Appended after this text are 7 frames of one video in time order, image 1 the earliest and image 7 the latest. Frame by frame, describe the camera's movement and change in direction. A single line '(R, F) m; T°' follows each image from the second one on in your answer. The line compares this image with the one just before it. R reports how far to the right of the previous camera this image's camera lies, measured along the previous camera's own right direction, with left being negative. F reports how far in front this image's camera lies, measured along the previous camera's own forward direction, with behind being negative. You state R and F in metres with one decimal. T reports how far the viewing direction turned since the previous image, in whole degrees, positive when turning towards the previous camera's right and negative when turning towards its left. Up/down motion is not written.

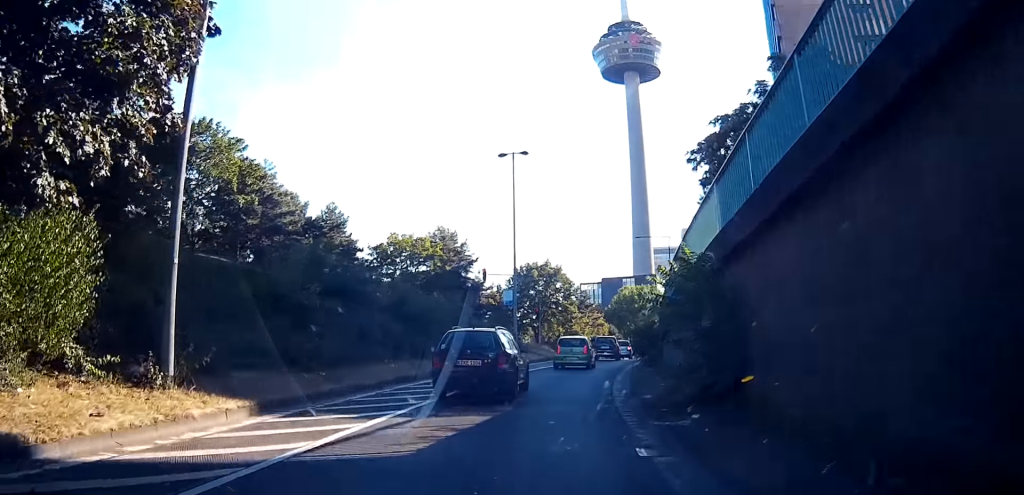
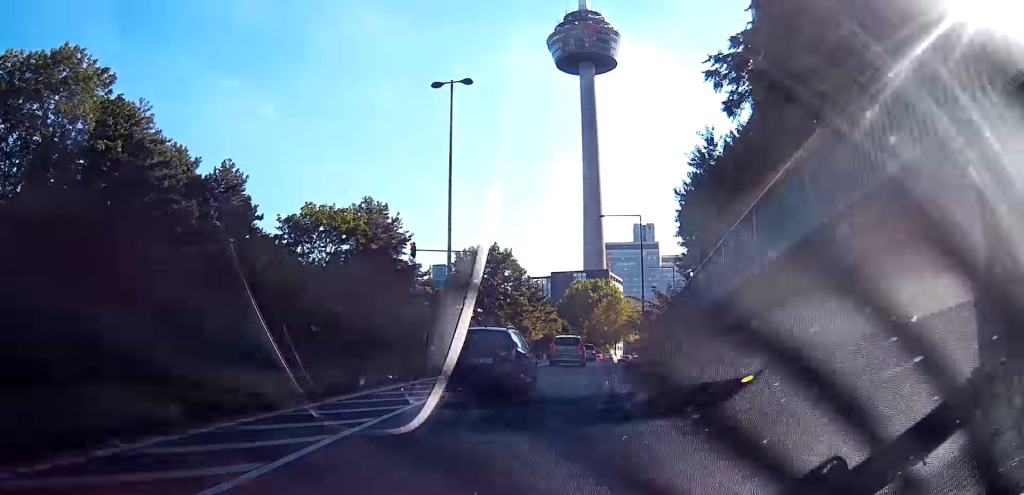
(0.0, +11.8) m; +3°
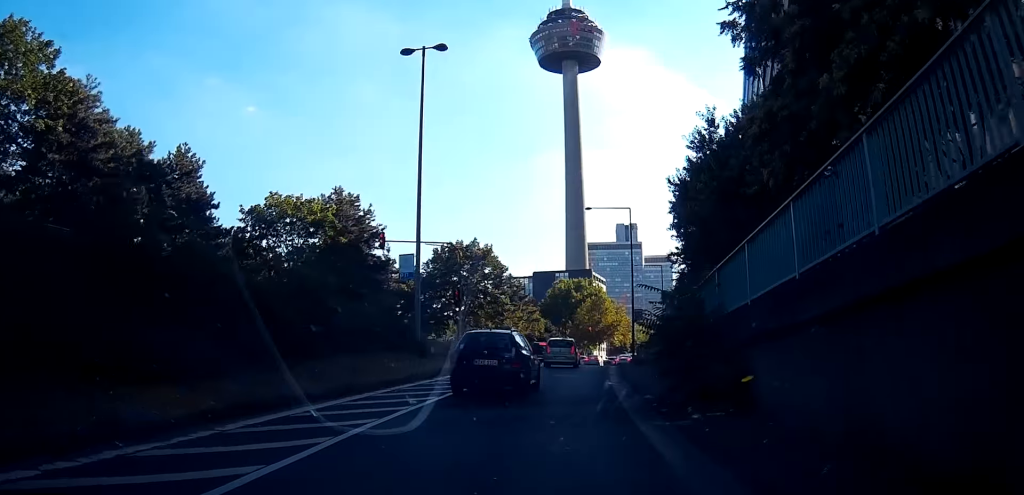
(+0.1, +4.0) m; +2°
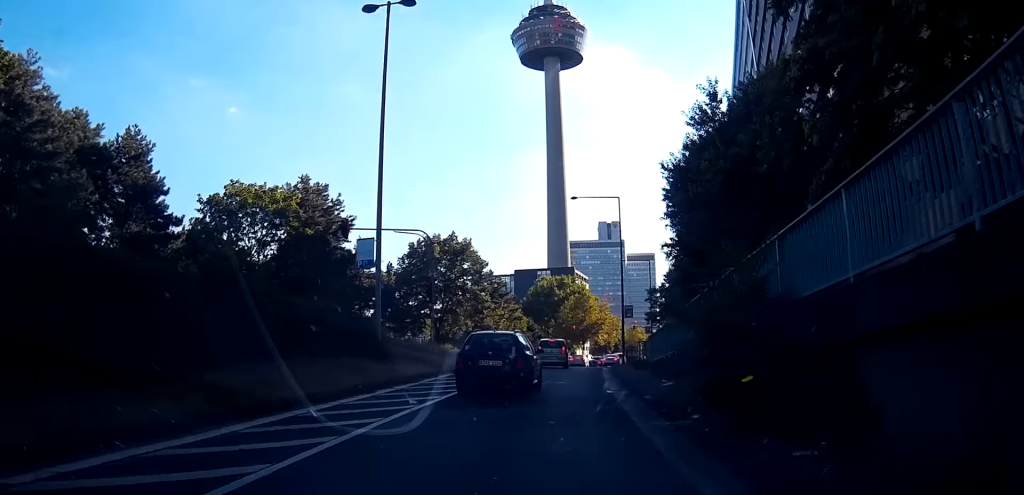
(+0.1, +4.2) m; 0°
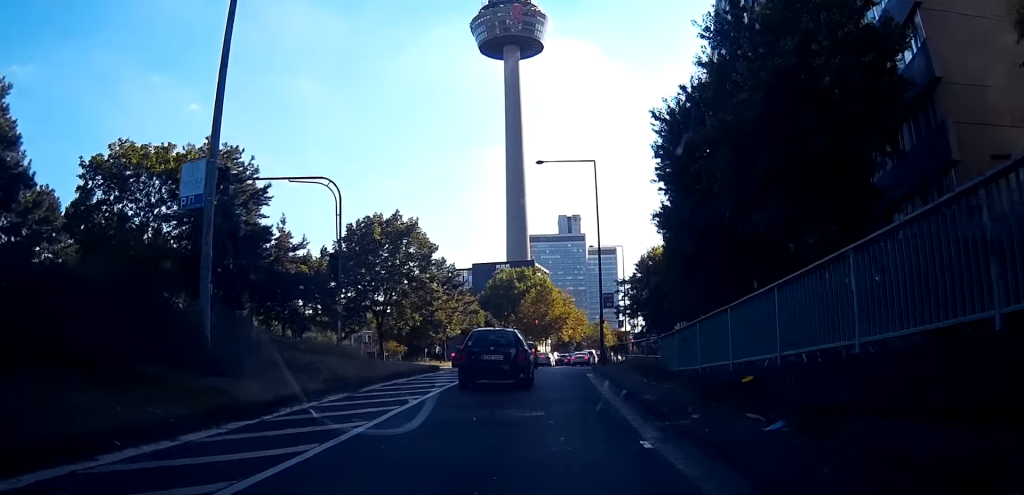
(-0.1, +10.6) m; 0°
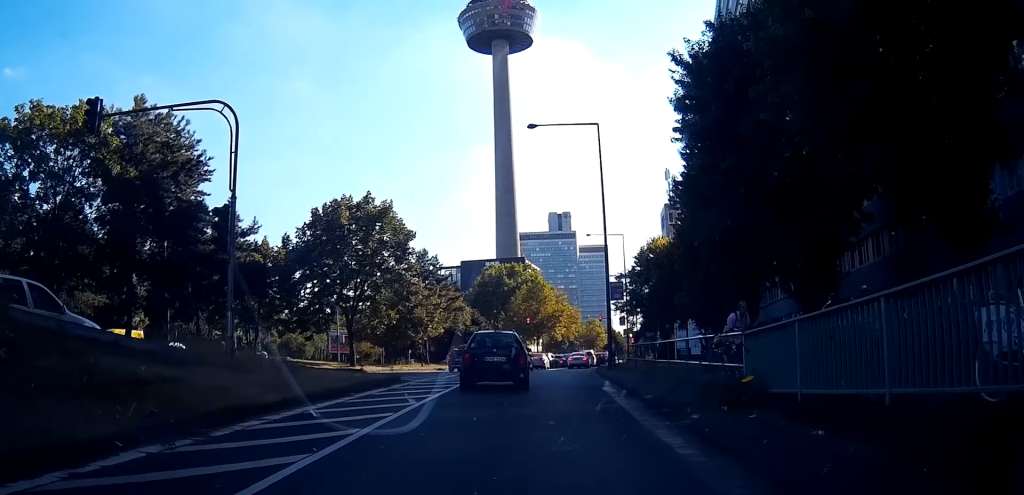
(+0.1, +8.3) m; +2°
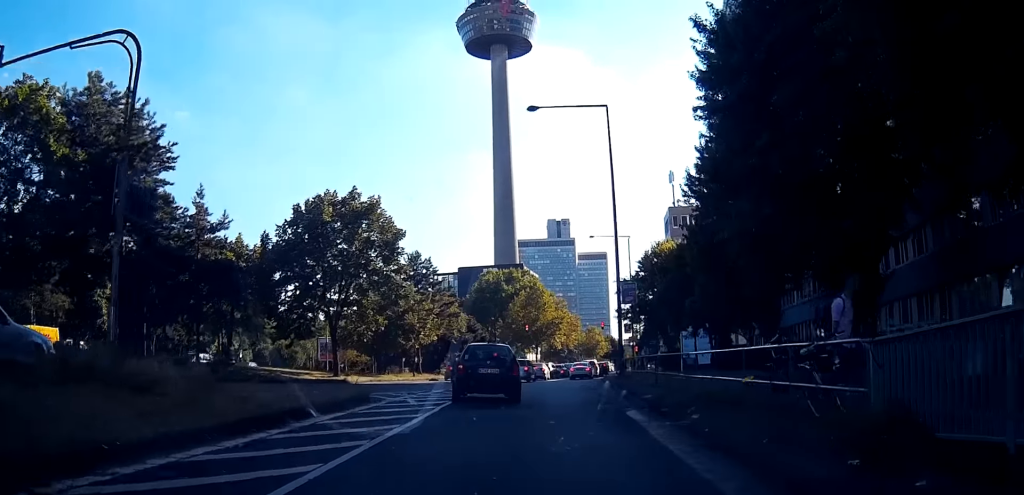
(0.0, +4.4) m; +3°
